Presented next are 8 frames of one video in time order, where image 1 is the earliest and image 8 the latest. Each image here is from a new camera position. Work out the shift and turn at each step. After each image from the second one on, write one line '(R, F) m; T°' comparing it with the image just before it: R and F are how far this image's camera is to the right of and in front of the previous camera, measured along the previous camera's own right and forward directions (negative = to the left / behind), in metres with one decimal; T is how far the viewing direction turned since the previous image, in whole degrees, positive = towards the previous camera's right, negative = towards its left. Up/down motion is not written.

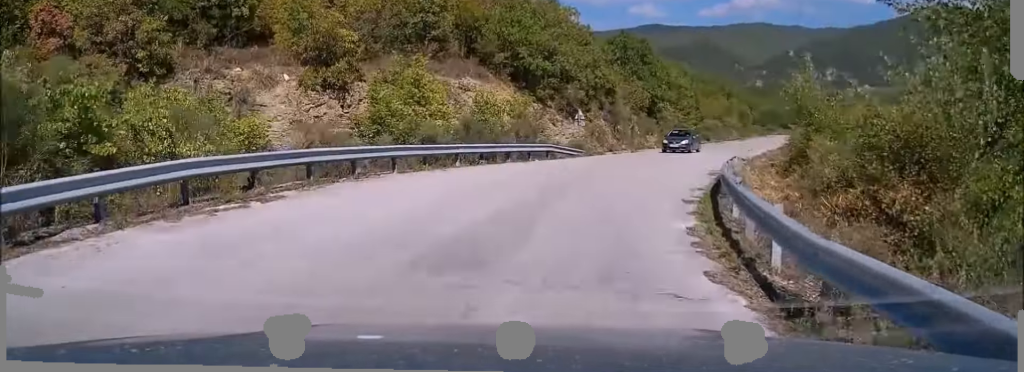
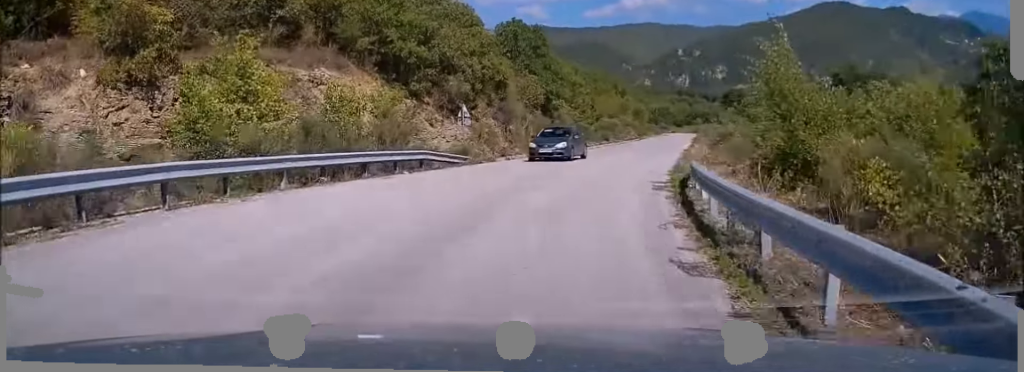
(+0.3, +6.8) m; +6°
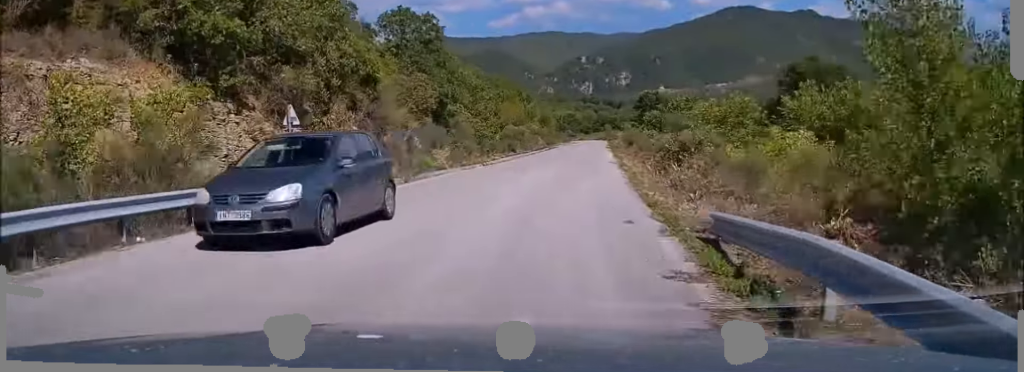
(+0.7, +10.2) m; +6°
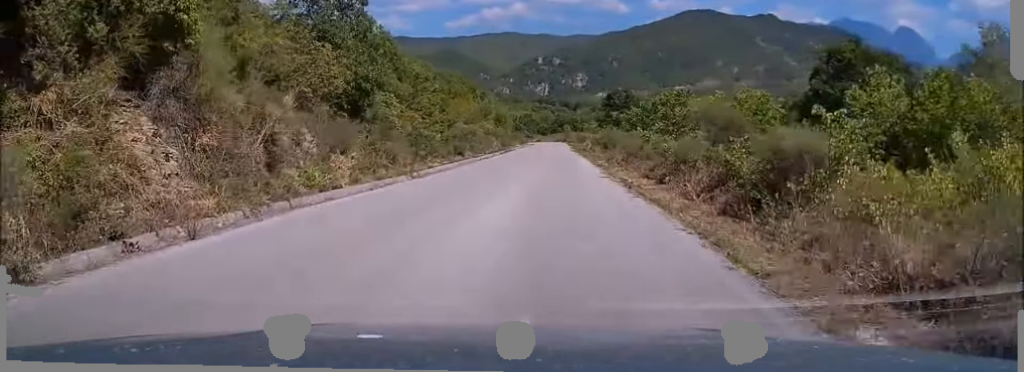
(+0.9, +13.2) m; +6°
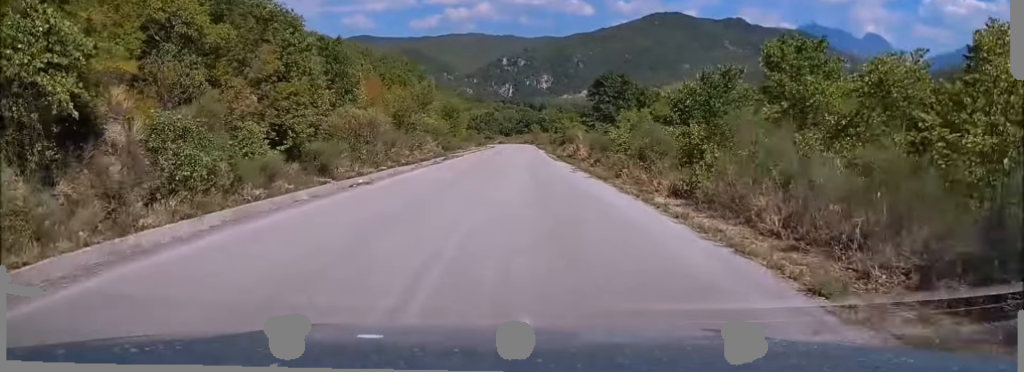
(+1.5, +28.9) m; +4°
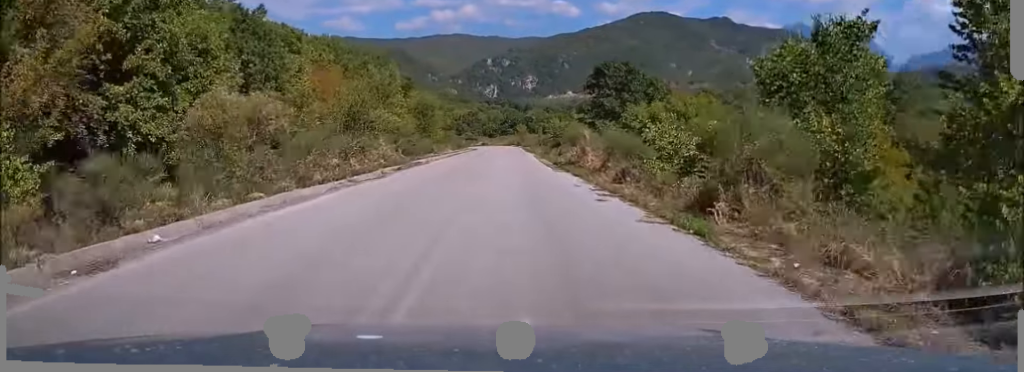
(+0.1, +12.5) m; +1°
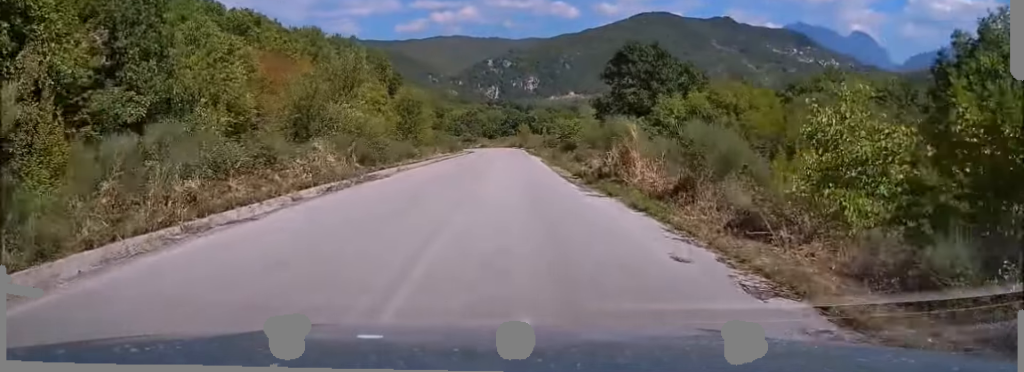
(+0.1, +12.0) m; 0°
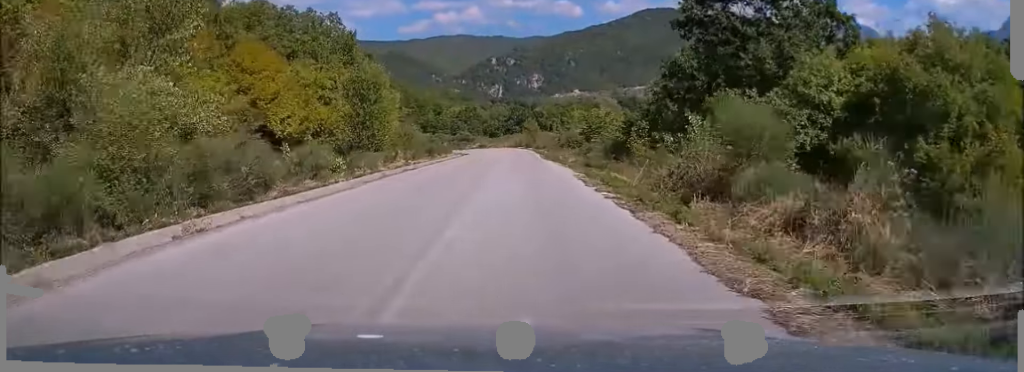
(0.0, +22.4) m; 0°
